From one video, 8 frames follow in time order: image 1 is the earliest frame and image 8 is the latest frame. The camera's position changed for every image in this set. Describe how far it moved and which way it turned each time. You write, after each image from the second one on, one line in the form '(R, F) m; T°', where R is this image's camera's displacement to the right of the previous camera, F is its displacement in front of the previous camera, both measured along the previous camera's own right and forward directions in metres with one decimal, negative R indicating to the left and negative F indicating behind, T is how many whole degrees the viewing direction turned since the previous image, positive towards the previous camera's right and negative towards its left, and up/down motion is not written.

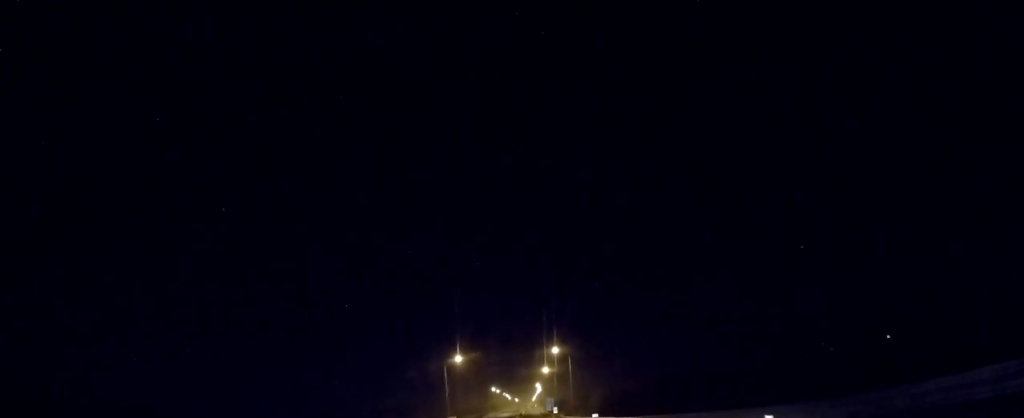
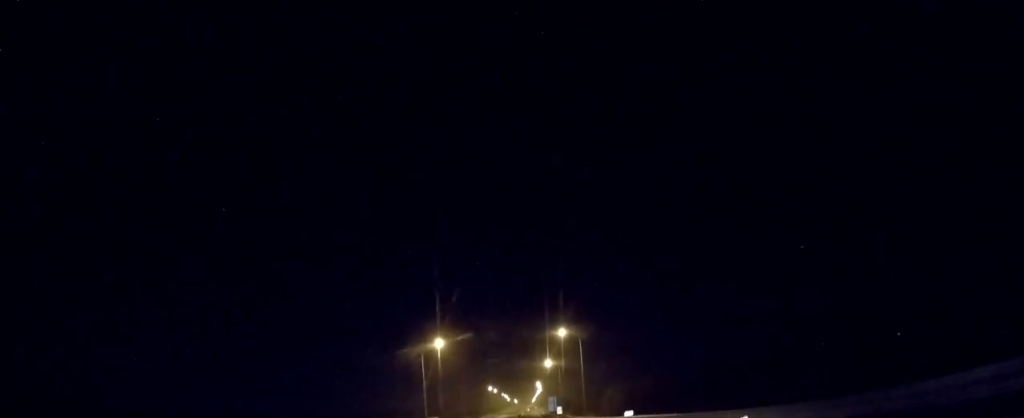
(-0.4, +21.9) m; 0°
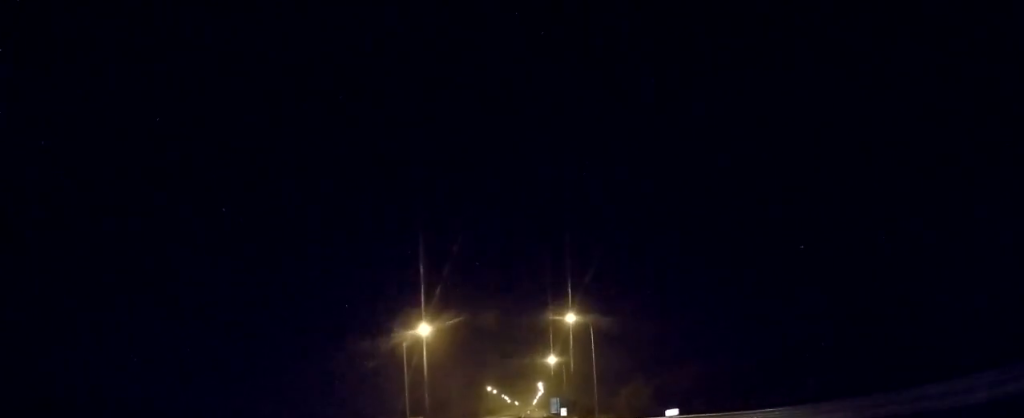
(-0.1, +13.4) m; 0°
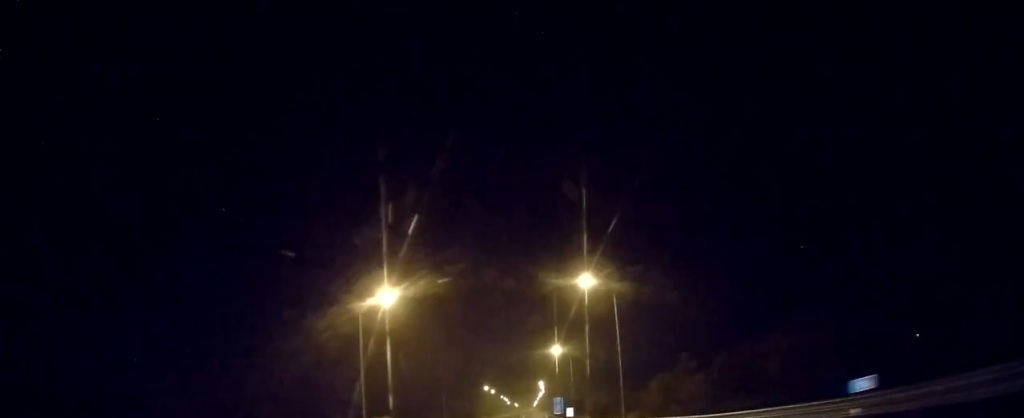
(+0.1, +18.2) m; +1°
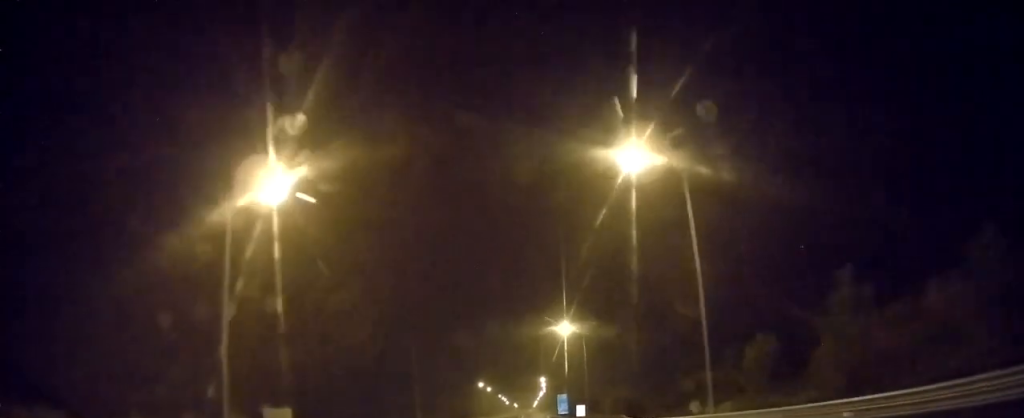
(+0.2, +23.5) m; 0°
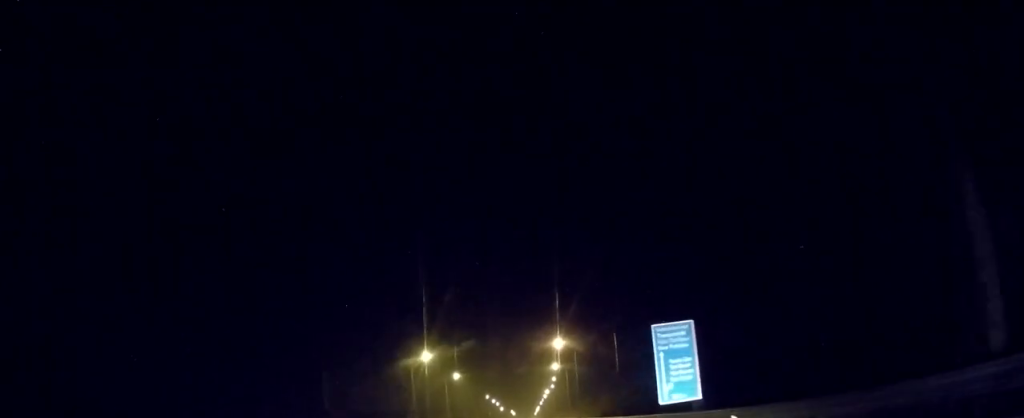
(+0.1, +104.8) m; -1°
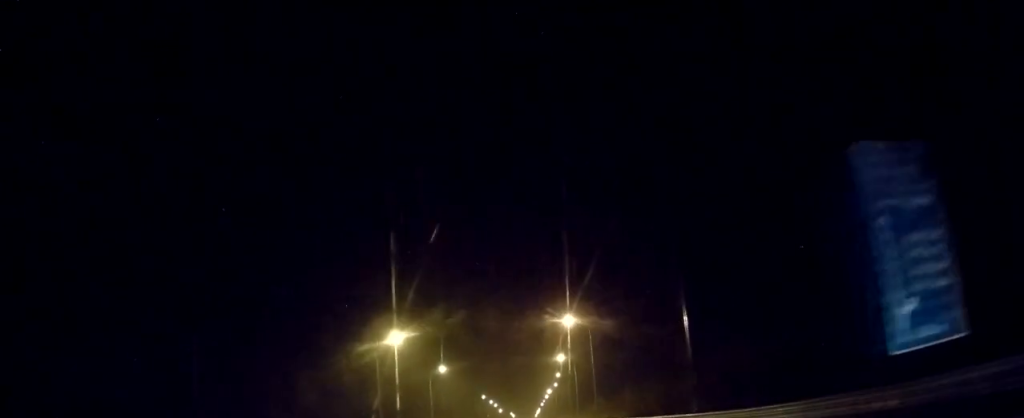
(-0.2, +21.6) m; 0°
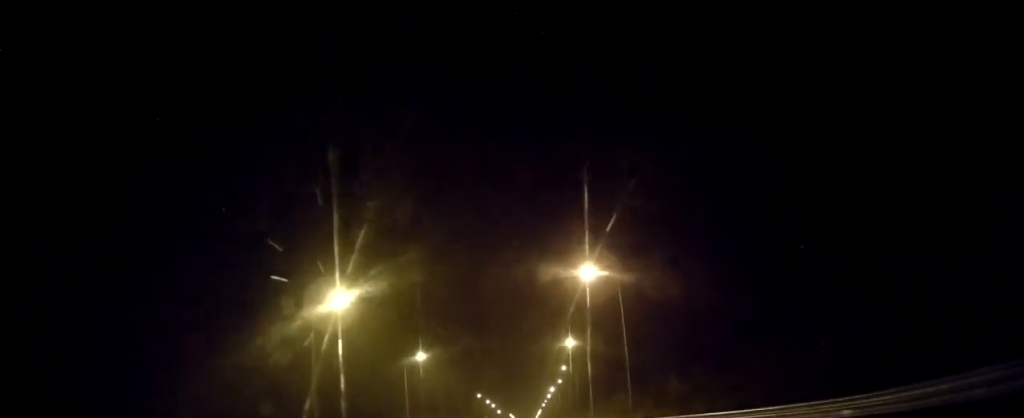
(-0.2, +22.7) m; 0°
